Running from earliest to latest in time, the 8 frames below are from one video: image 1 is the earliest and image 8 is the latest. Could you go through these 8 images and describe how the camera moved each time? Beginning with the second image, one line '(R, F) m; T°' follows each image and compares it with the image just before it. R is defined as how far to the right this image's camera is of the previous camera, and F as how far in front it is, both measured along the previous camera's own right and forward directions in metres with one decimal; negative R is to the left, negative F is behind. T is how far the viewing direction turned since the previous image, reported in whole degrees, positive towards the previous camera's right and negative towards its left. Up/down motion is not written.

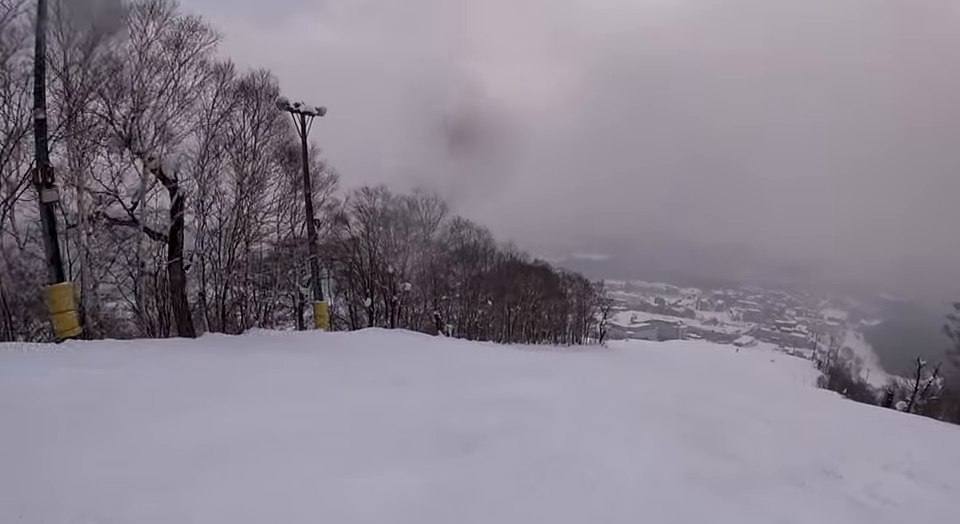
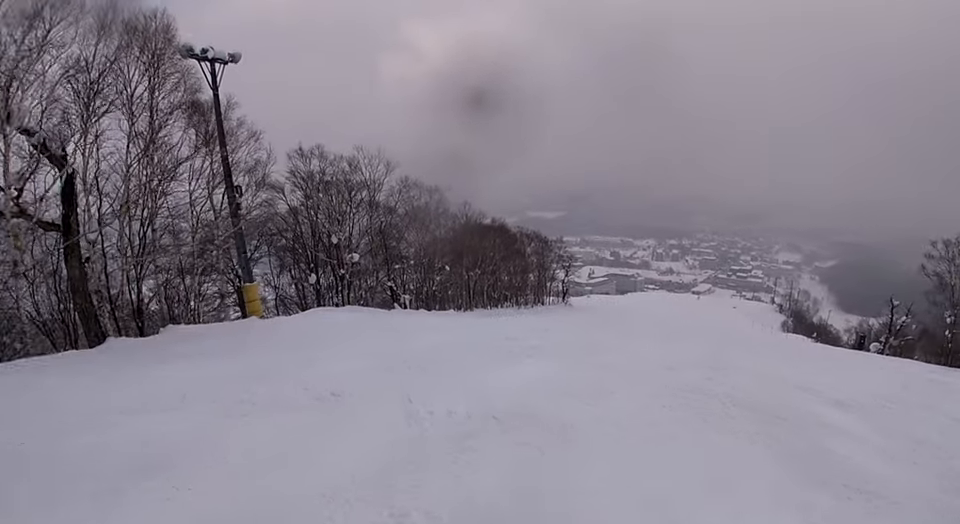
(+0.3, +3.2) m; +6°
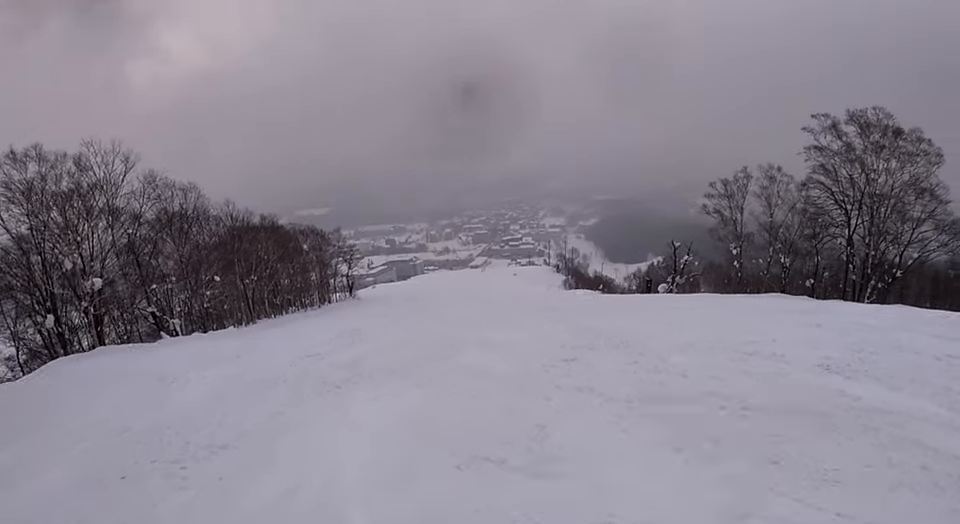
(+0.5, +4.4) m; +7°
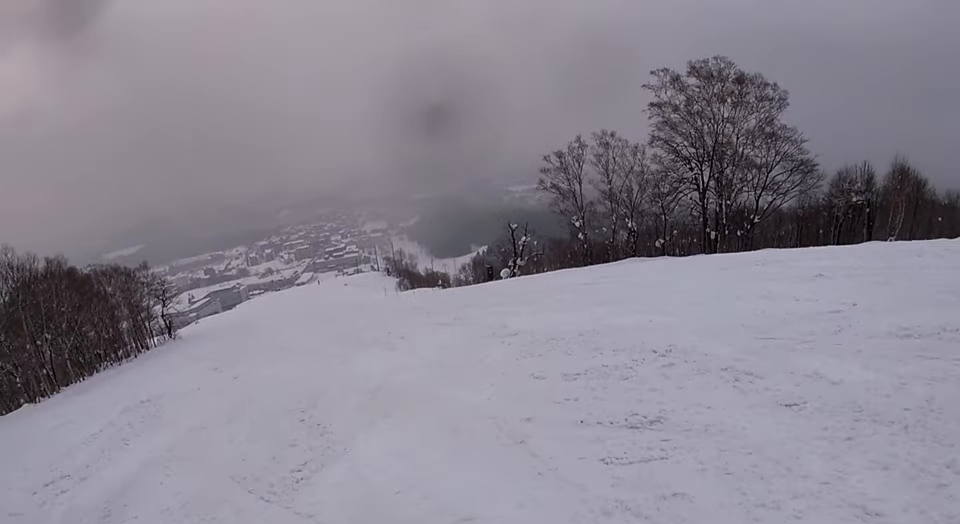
(0.0, +5.6) m; +3°
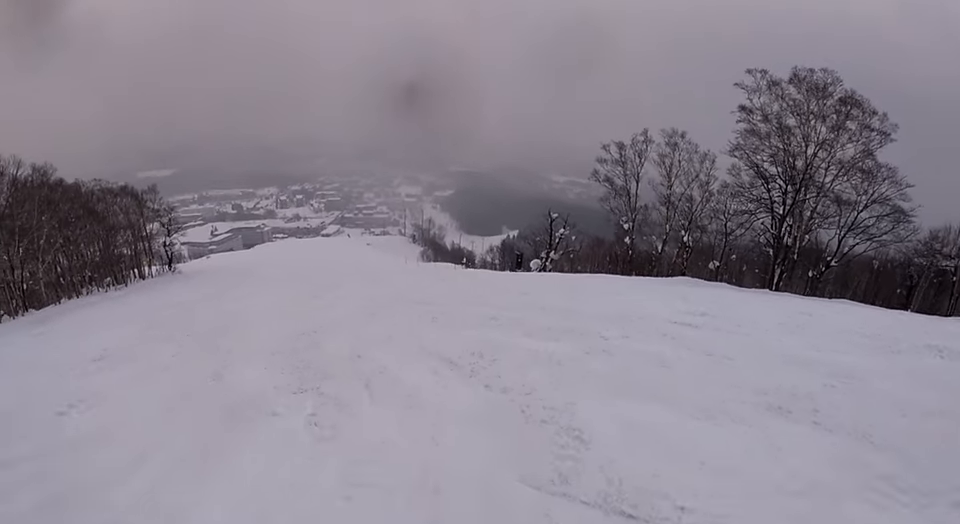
(+0.3, +5.8) m; +1°
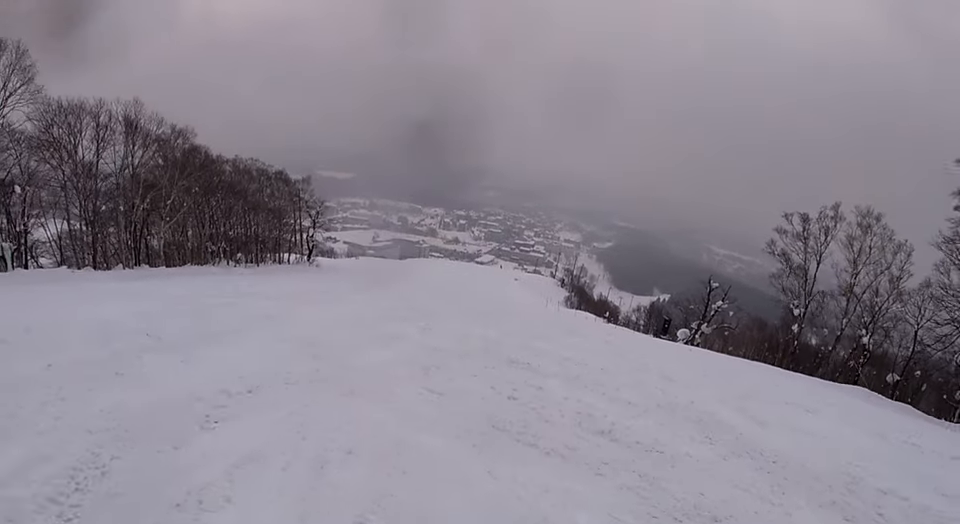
(-0.1, +5.2) m; -8°
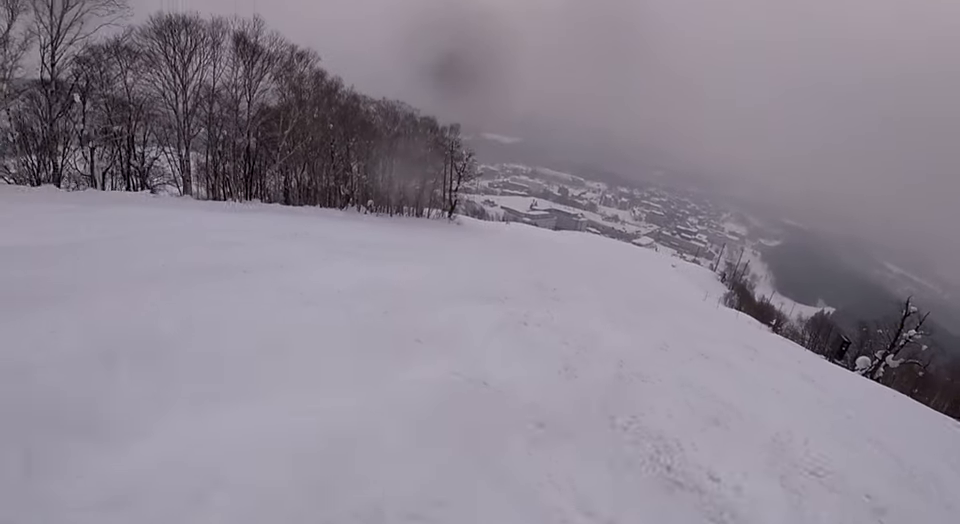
(-0.6, +6.0) m; -12°
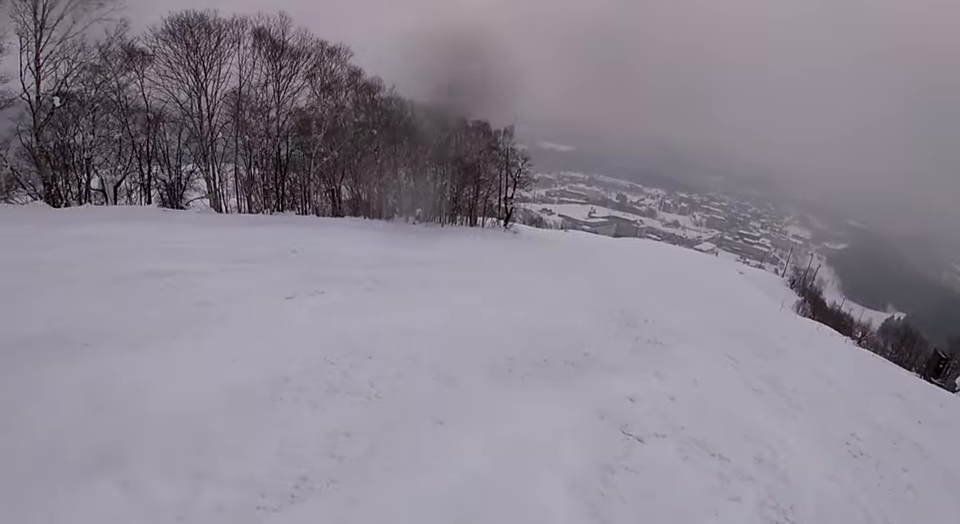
(-0.6, +4.3) m; -7°
